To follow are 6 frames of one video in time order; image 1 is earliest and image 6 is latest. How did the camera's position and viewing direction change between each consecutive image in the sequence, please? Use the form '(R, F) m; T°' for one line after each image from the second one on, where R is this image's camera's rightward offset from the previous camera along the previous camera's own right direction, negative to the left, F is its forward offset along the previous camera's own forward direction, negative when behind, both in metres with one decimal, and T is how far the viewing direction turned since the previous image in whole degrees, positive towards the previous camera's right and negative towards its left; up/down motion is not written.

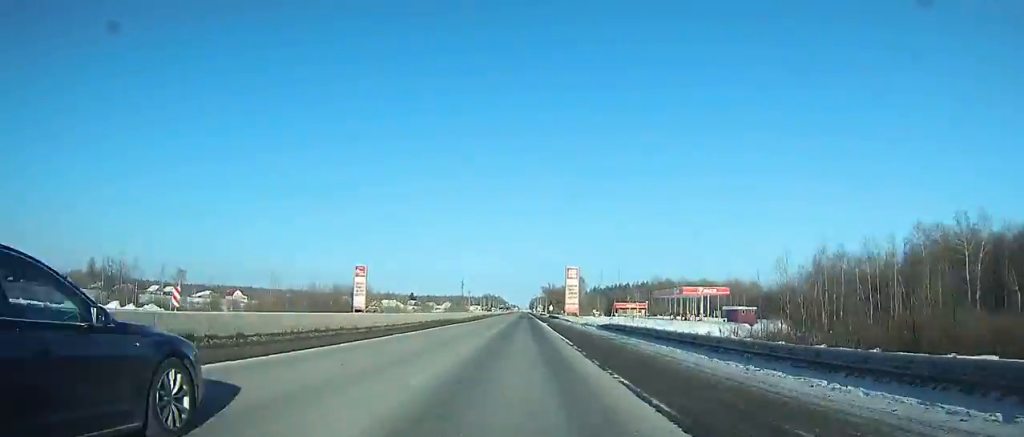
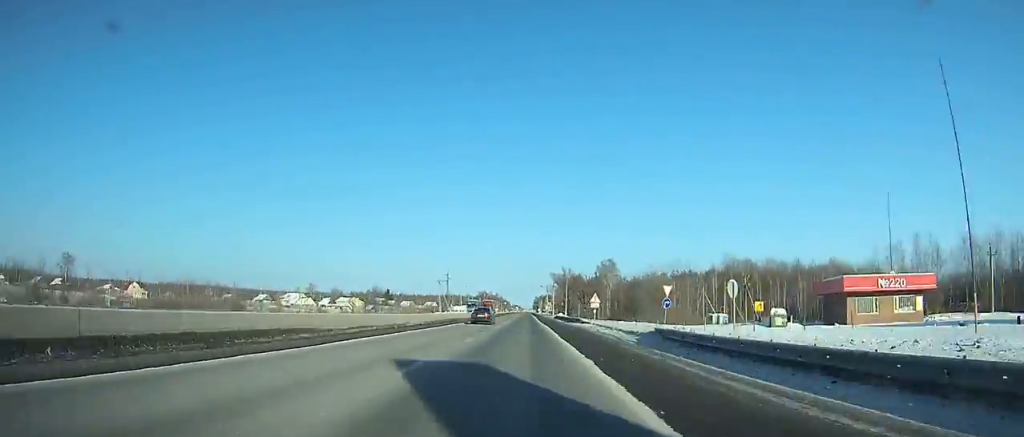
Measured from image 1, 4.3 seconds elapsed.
(0.0, +106.3) m; 0°
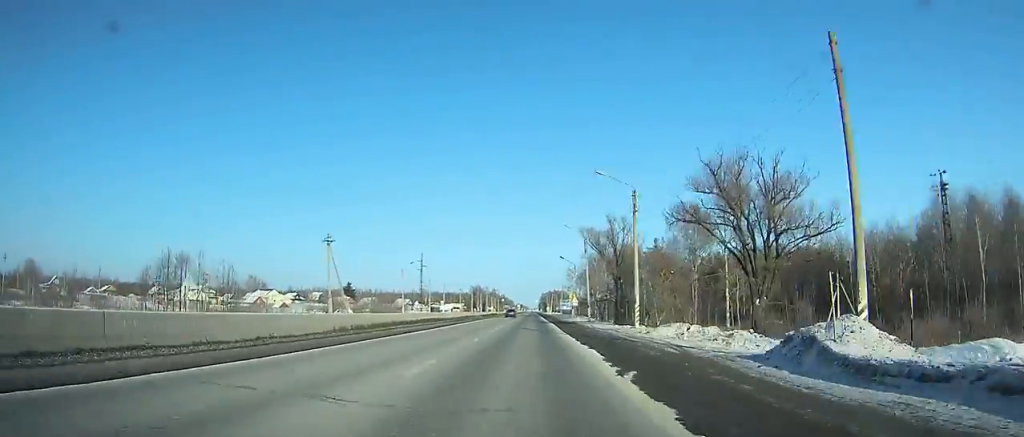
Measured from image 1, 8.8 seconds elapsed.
(-0.6, +106.8) m; 0°
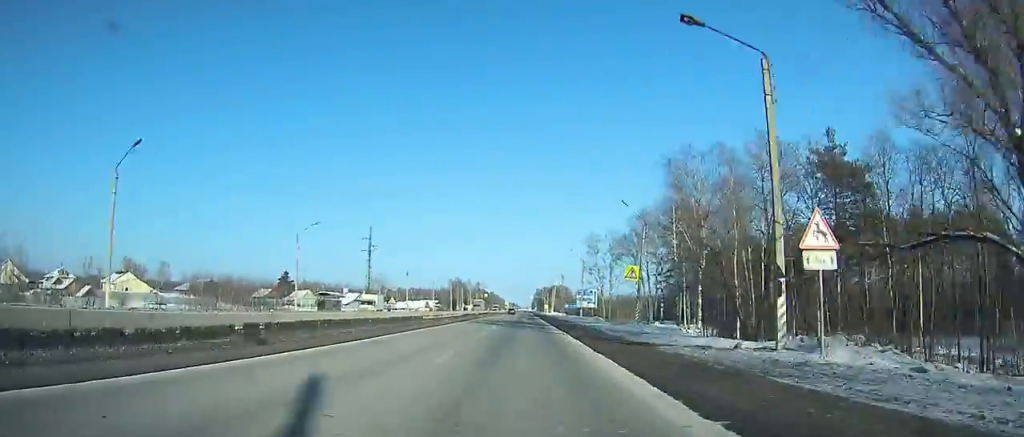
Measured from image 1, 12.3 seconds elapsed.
(+0.2, +80.3) m; 0°
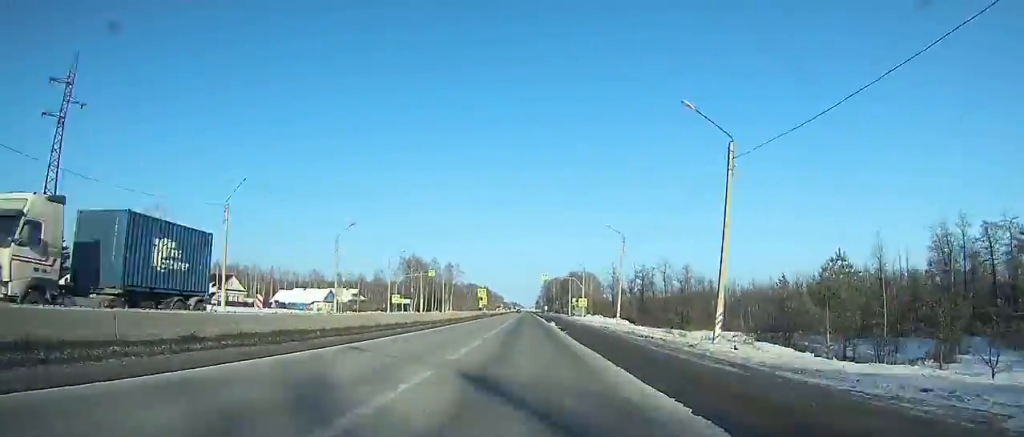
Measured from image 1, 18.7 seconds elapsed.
(+0.6, +139.2) m; 0°
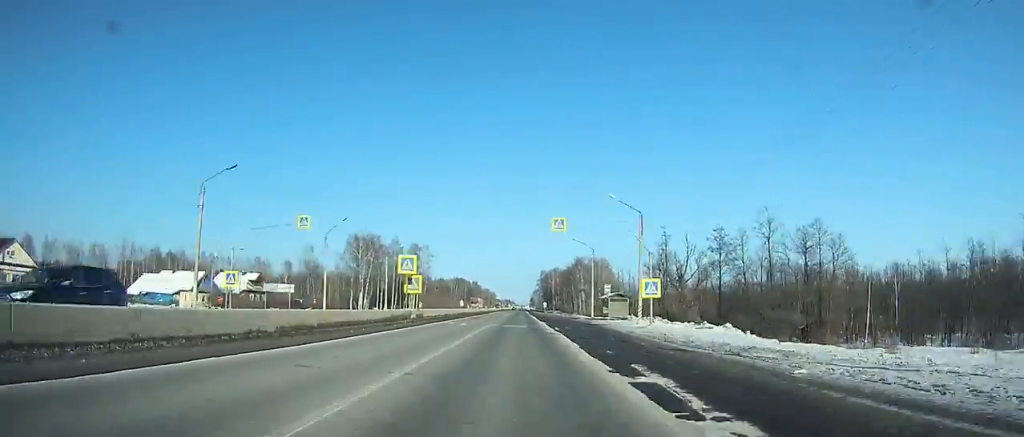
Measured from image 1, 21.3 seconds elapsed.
(0.0, +53.9) m; 0°
